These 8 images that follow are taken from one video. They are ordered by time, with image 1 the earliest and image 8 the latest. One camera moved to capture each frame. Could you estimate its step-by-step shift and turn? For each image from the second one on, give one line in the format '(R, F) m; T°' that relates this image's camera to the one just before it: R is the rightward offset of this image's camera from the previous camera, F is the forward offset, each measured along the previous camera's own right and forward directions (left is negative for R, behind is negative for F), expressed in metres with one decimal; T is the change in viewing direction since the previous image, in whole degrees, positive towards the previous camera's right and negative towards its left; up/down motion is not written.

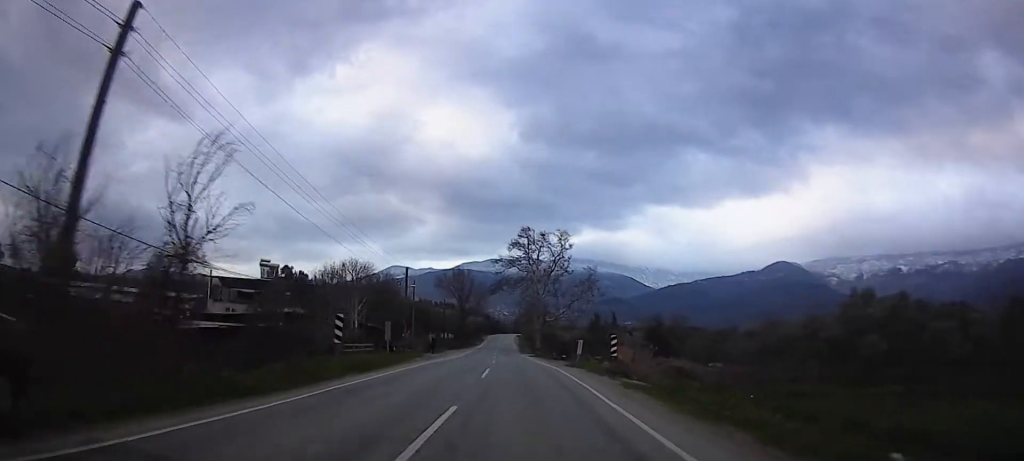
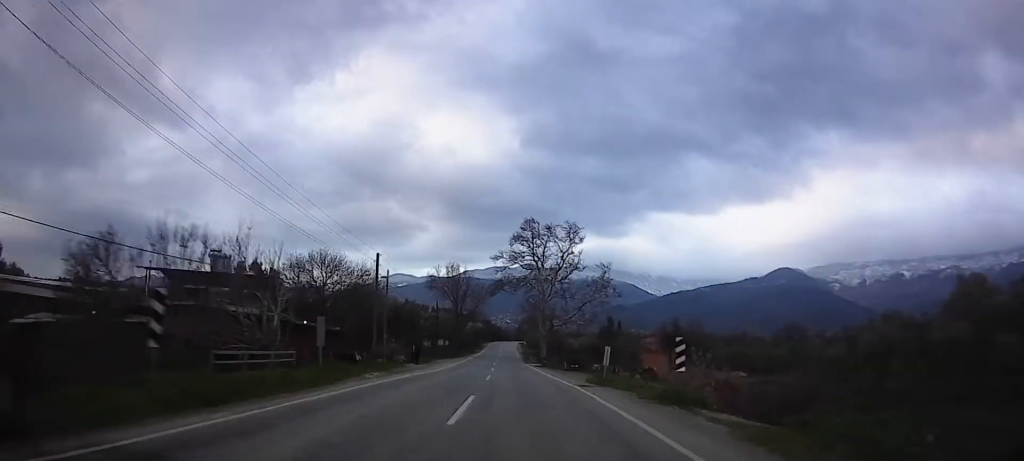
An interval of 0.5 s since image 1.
(-0.4, +11.2) m; -1°
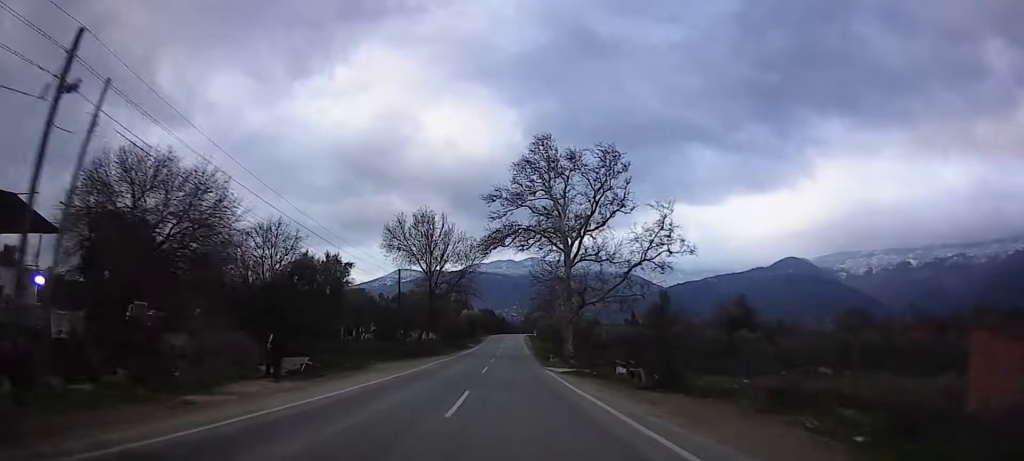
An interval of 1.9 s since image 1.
(-0.4, +29.2) m; +1°
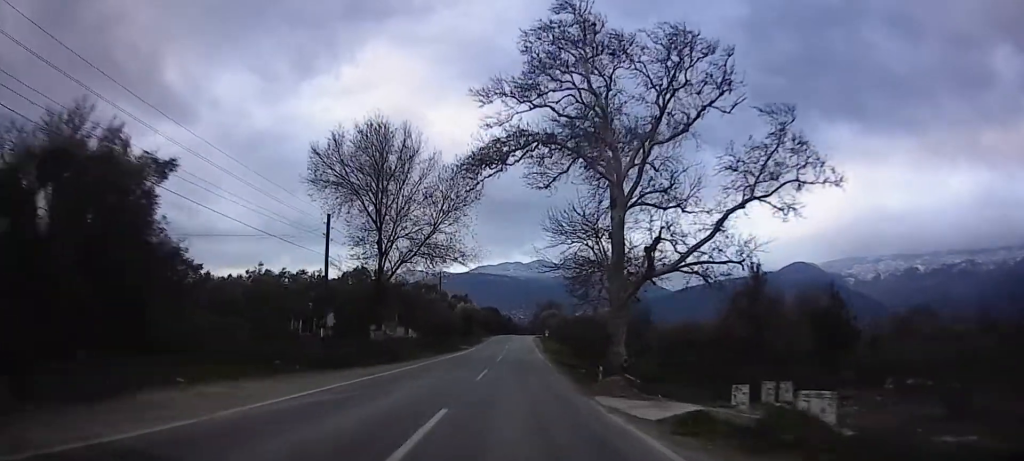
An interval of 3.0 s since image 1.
(+0.6, +21.4) m; 0°
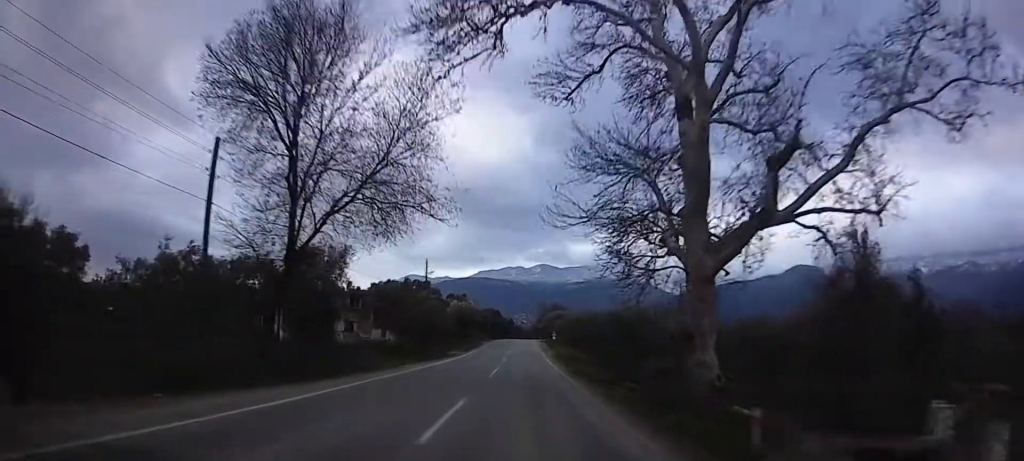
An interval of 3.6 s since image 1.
(-0.4, +12.8) m; -1°
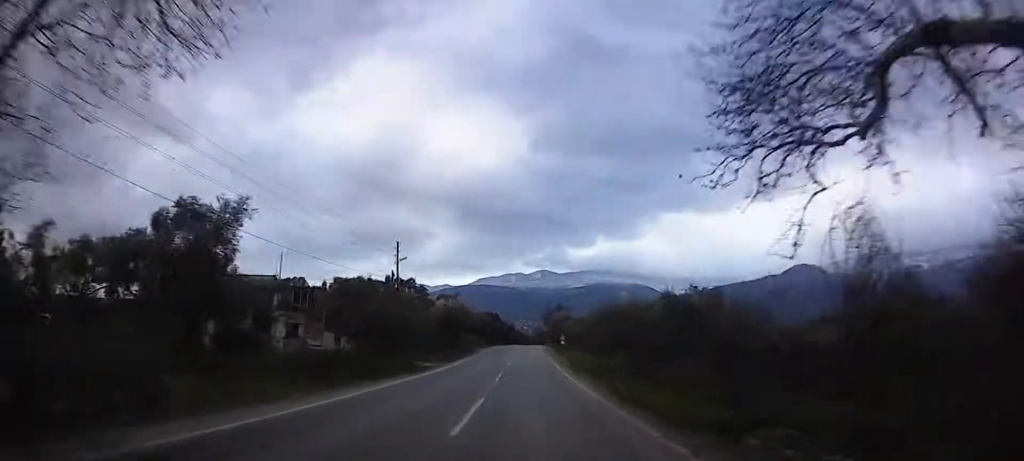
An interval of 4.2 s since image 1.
(-0.2, +14.3) m; -1°
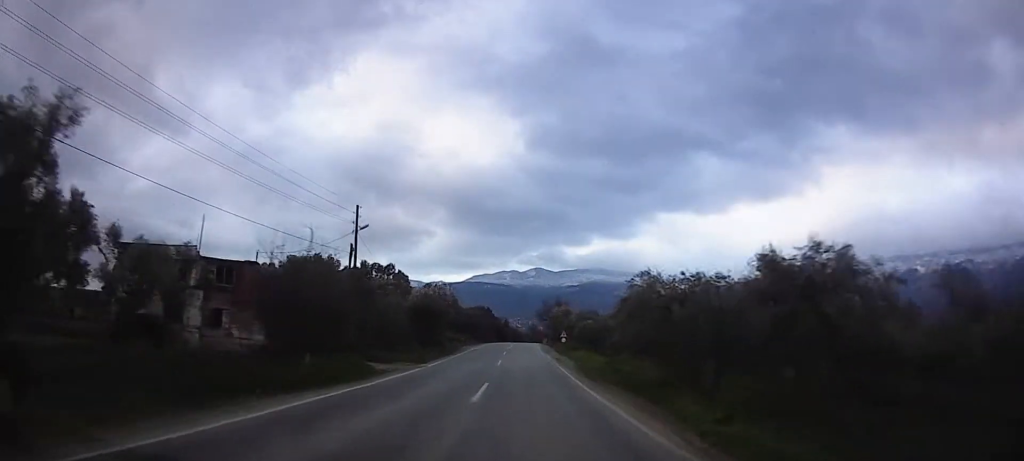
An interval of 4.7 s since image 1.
(0.0, +10.8) m; 0°
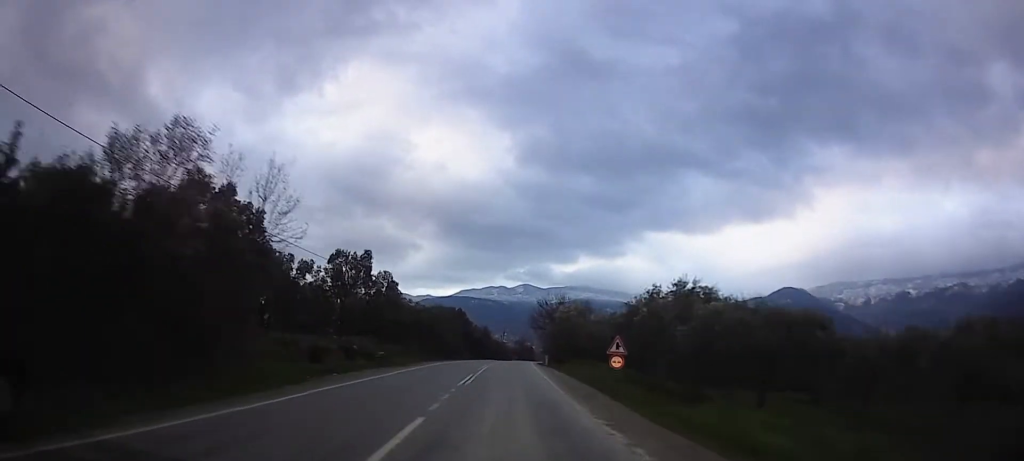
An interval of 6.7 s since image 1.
(+0.7, +44.3) m; +2°
